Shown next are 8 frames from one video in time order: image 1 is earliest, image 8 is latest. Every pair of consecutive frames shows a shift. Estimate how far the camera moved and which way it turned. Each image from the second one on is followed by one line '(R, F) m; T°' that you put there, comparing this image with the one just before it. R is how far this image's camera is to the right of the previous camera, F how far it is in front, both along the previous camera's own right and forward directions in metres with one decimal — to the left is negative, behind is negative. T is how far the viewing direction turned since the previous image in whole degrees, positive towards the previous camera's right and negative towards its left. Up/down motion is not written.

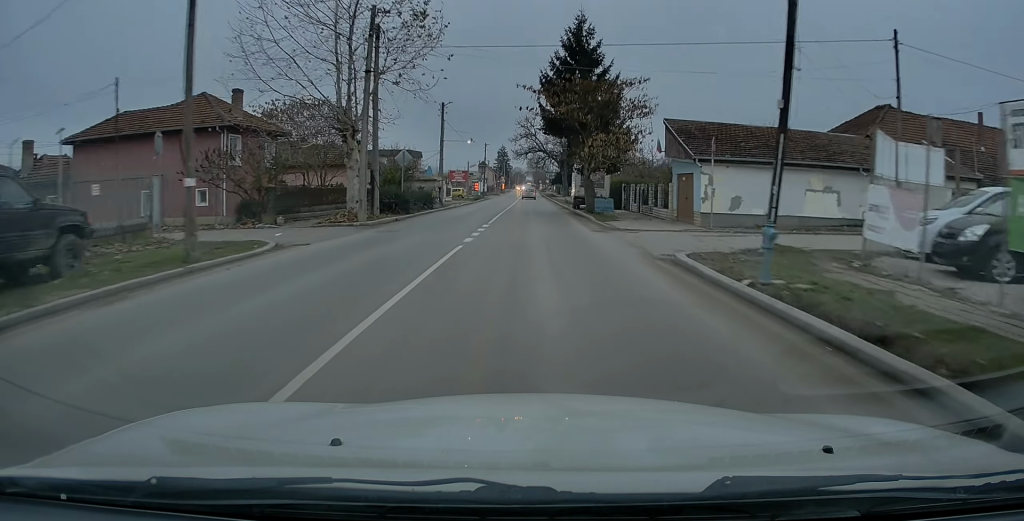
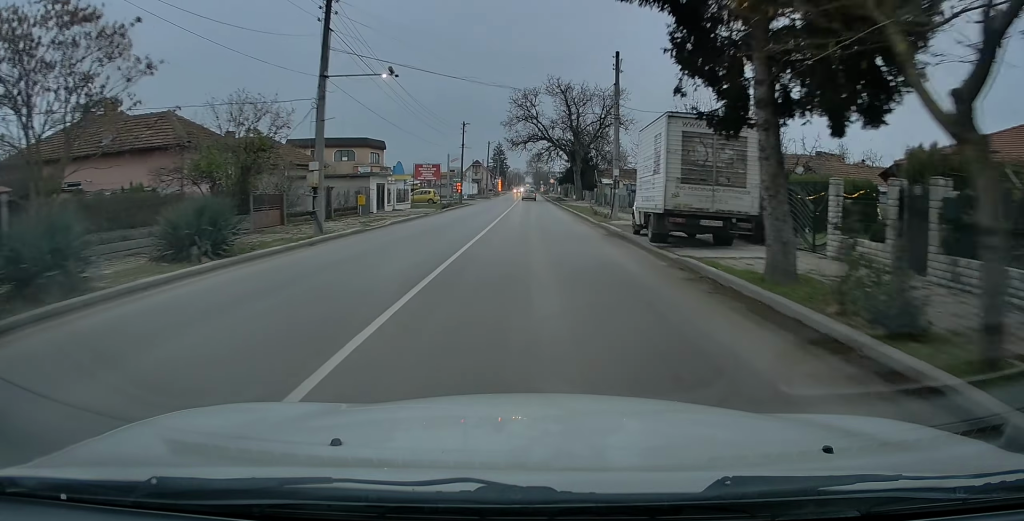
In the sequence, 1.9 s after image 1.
(+0.2, +27.3) m; +1°
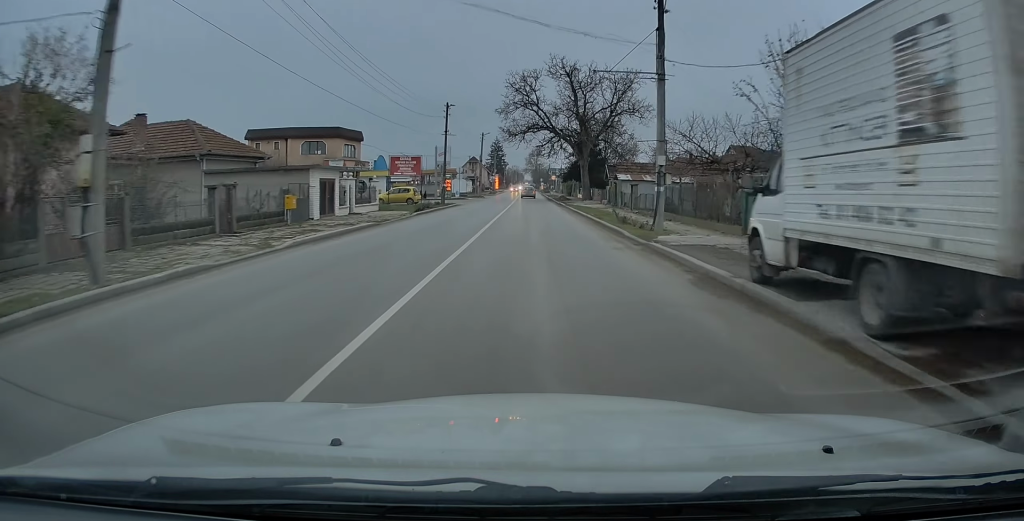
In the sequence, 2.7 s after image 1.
(0.0, +10.7) m; 0°
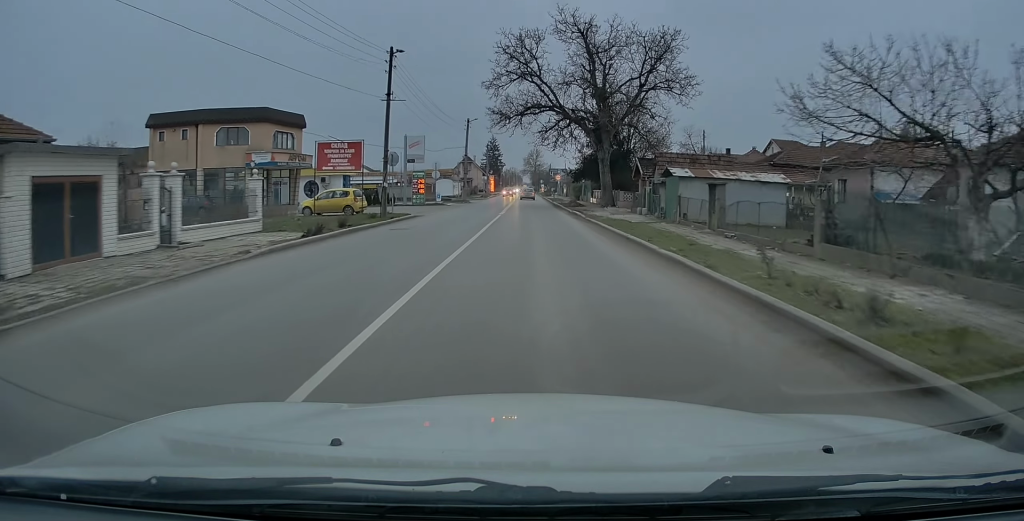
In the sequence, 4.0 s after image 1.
(+0.1, +18.1) m; 0°
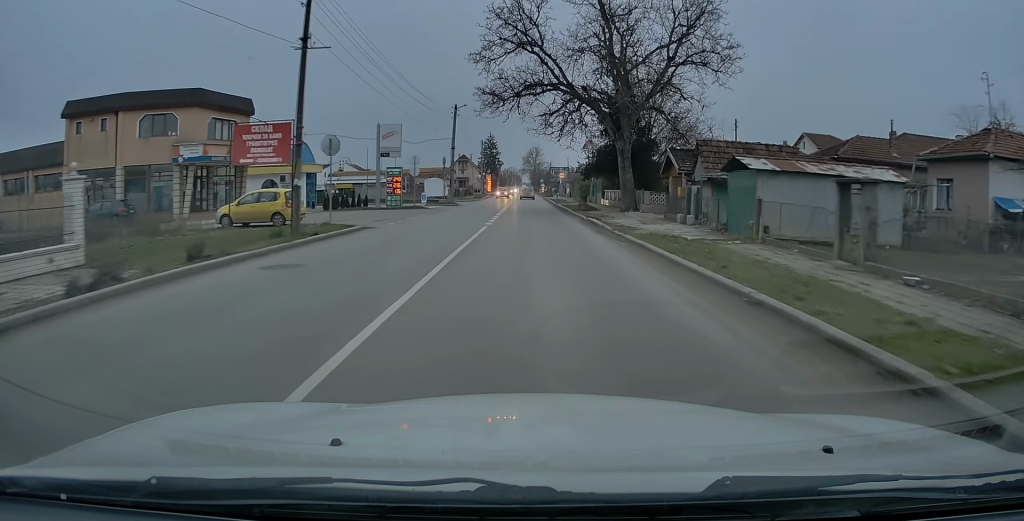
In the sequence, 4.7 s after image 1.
(0.0, +10.2) m; 0°
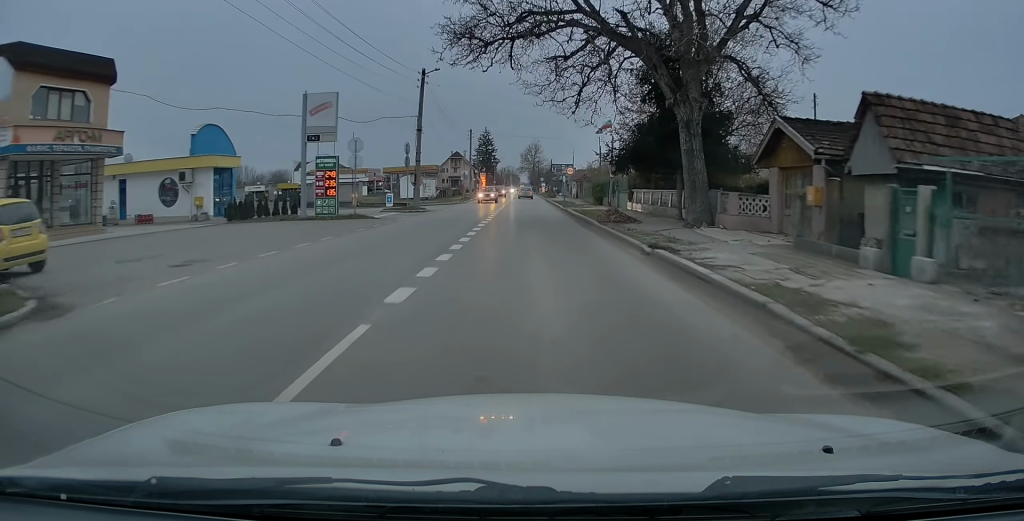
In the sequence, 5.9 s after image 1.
(-0.1, +15.7) m; 0°
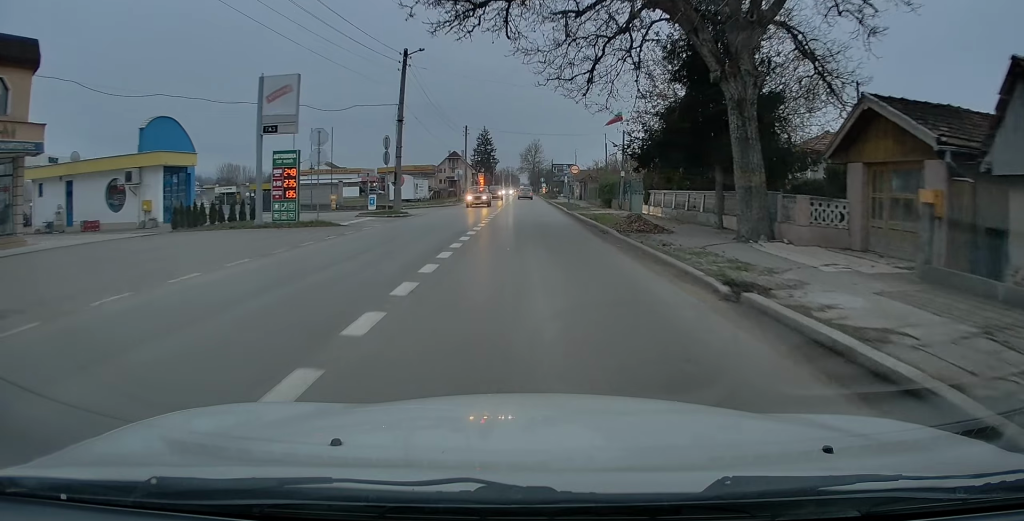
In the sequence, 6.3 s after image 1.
(0.0, +5.5) m; 0°
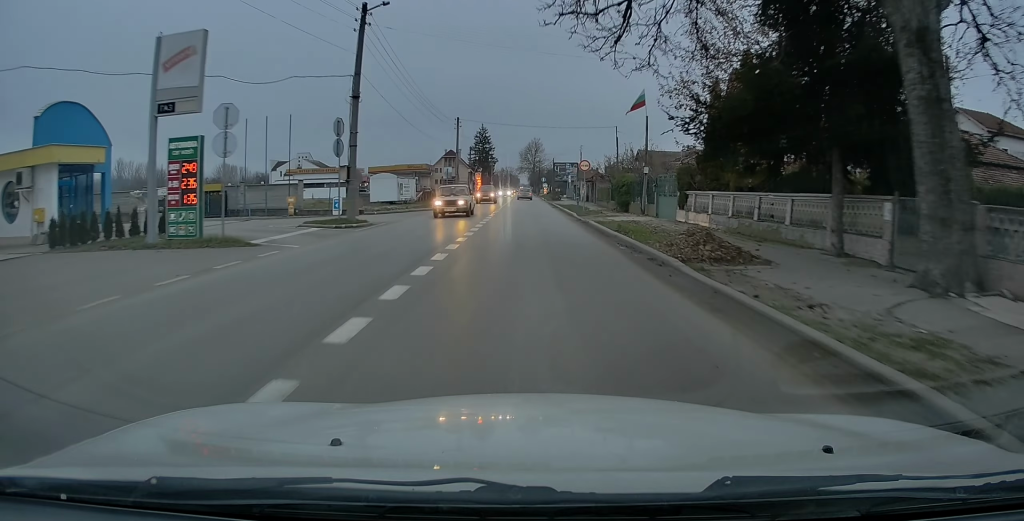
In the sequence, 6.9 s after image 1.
(0.0, +8.2) m; 0°
